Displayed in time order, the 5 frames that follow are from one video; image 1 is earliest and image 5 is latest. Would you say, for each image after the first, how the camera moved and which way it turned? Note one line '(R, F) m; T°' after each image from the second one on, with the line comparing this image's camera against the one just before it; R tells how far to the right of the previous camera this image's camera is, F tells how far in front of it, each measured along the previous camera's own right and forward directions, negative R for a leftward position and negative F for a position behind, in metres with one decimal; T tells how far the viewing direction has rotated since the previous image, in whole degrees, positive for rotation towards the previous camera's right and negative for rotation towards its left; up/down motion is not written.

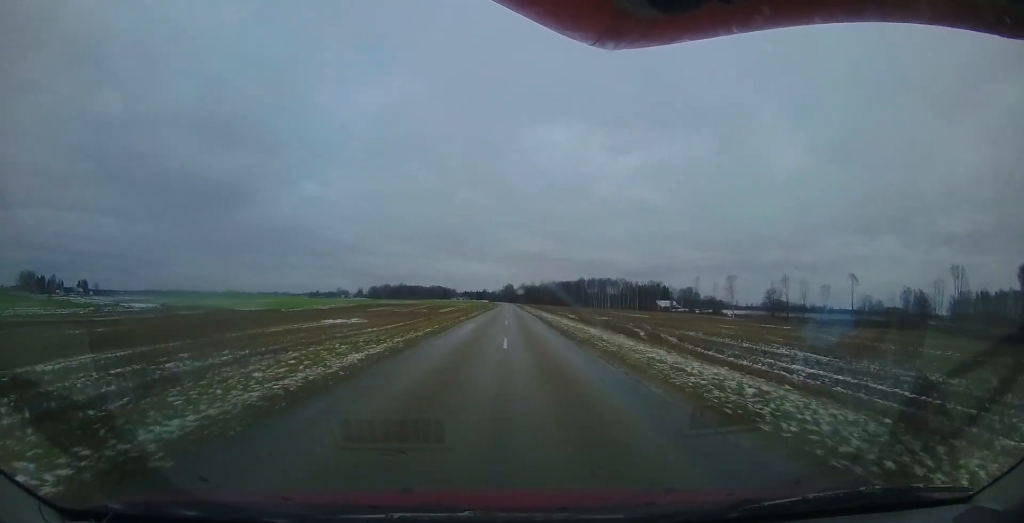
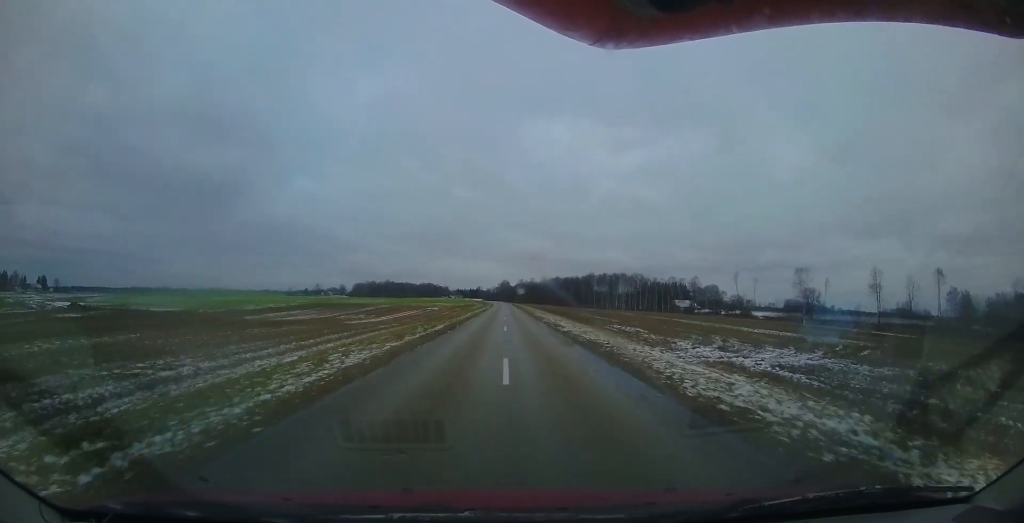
(+0.3, +40.6) m; +1°
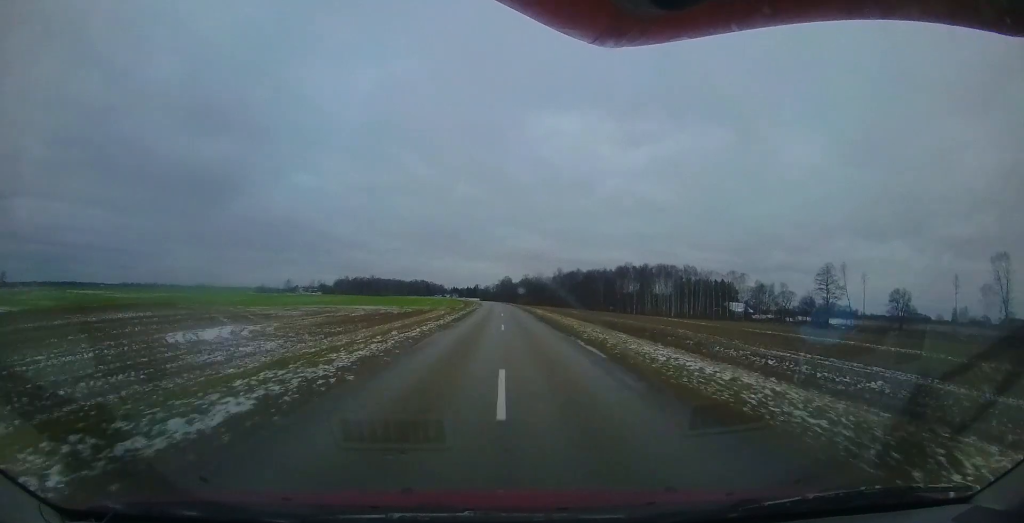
(0.0, +61.4) m; -1°
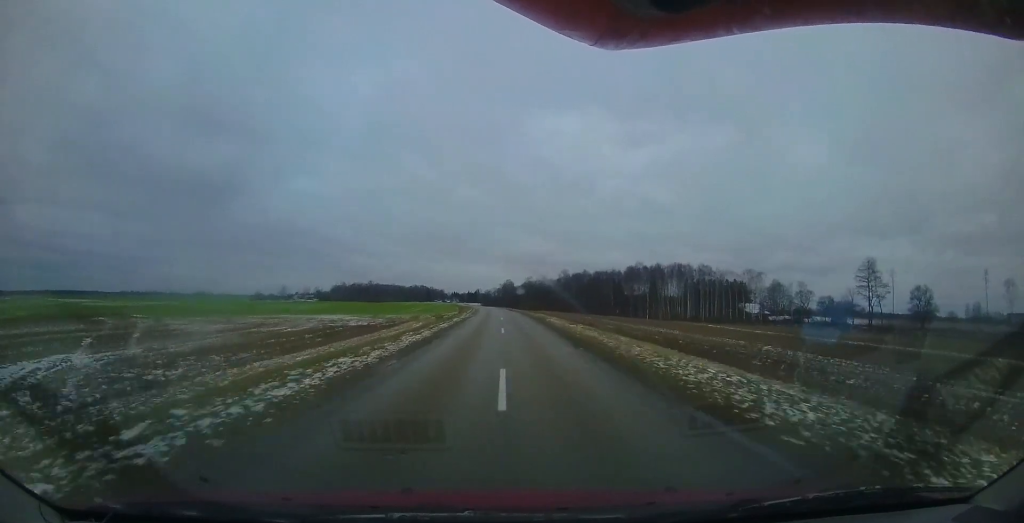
(0.0, +11.4) m; -1°
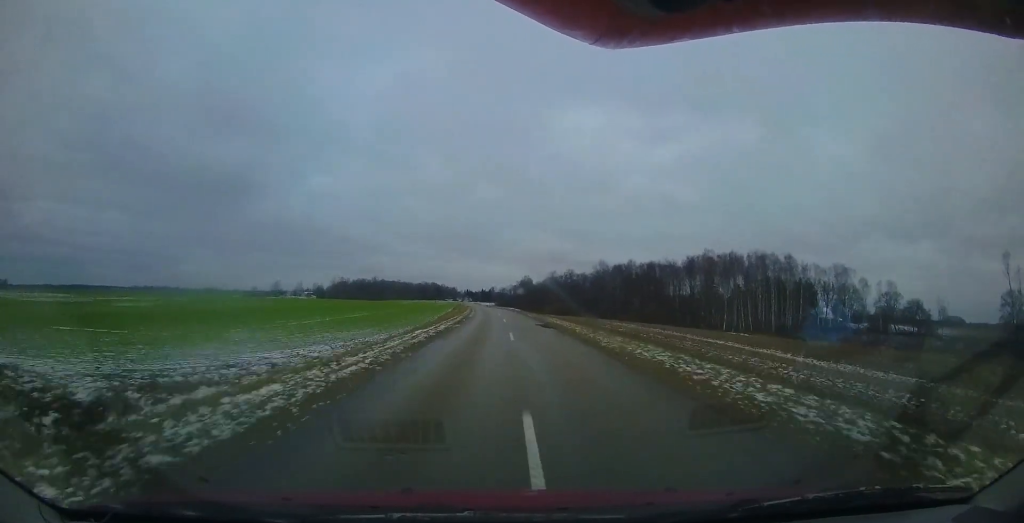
(-0.7, +39.2) m; -1°
